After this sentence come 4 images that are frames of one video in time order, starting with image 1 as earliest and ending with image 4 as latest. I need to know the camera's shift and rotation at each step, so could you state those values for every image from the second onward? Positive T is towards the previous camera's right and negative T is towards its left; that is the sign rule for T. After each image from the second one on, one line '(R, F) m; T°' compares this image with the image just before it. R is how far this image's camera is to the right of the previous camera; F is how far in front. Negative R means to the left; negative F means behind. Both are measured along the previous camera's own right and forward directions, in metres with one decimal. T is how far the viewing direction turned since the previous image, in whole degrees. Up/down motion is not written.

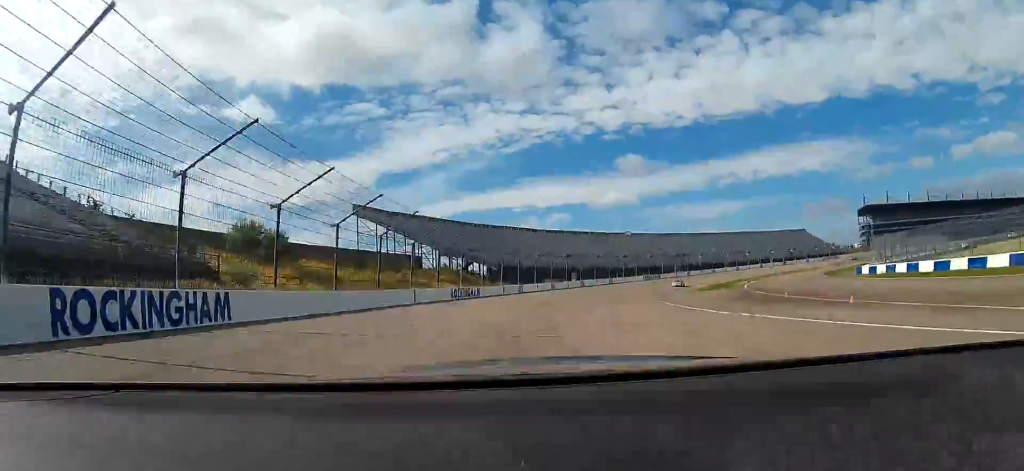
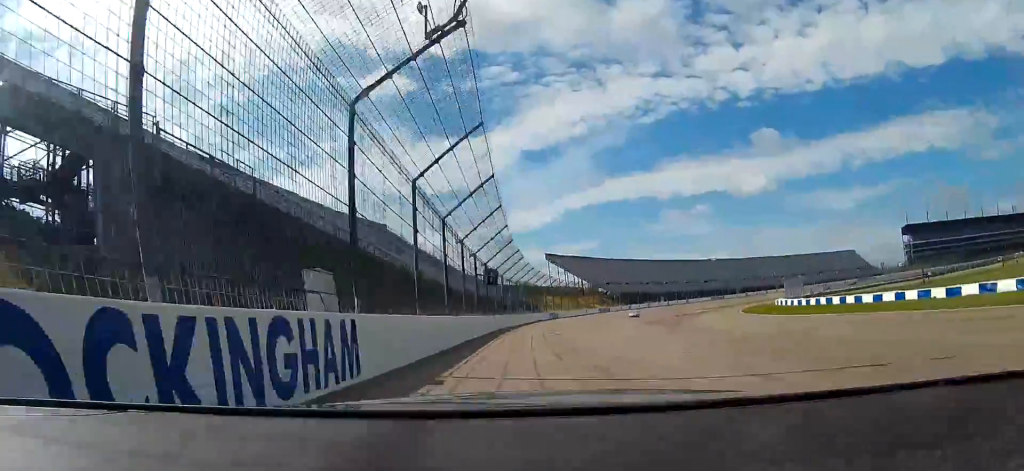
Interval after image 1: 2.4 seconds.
(-14.0, +99.9) m; -13°
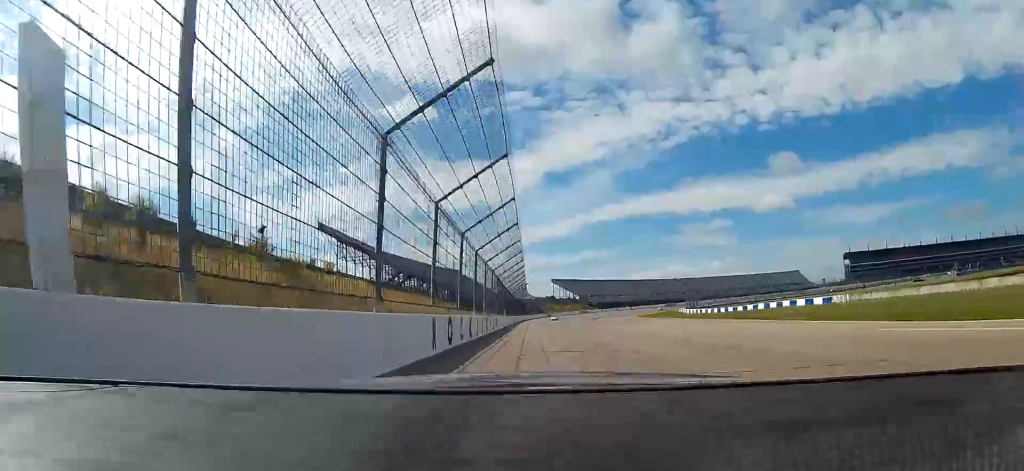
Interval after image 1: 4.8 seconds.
(-3.9, +105.9) m; -3°
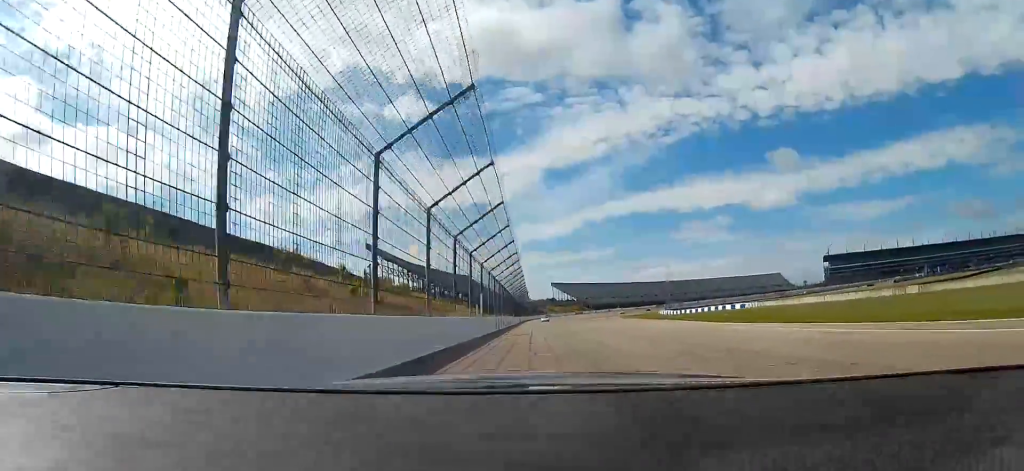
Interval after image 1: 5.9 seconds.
(0.0, +40.7) m; -1°
